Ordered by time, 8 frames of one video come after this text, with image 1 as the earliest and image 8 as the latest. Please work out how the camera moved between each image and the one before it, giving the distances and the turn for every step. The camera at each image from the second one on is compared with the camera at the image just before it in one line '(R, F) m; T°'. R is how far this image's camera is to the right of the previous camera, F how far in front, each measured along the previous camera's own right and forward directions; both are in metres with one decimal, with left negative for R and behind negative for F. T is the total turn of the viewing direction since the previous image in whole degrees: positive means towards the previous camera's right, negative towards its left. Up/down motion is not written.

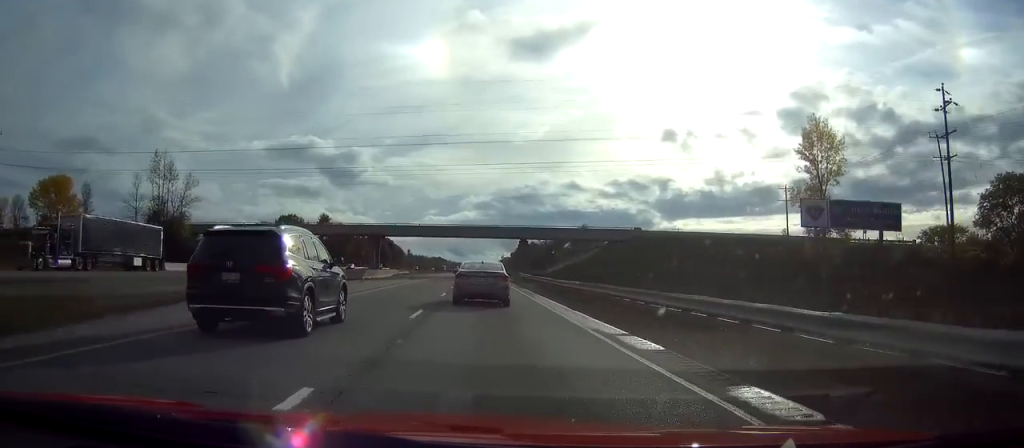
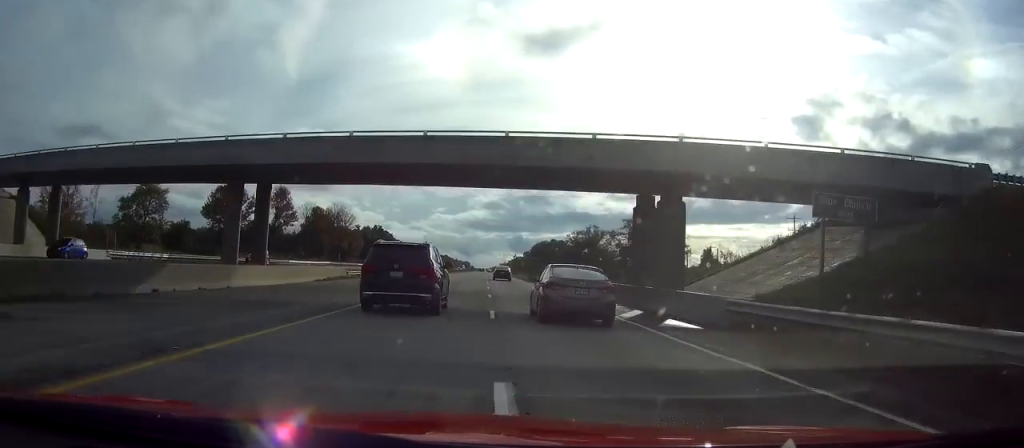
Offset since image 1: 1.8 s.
(-0.2, +58.7) m; 0°
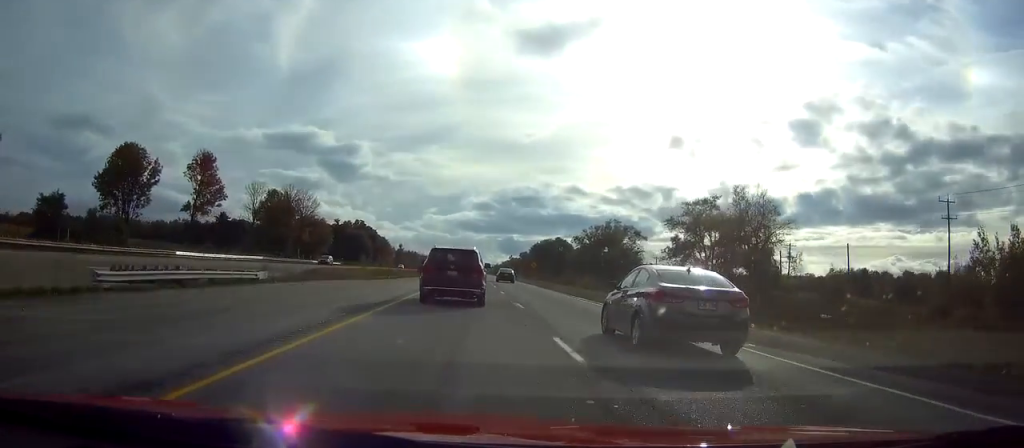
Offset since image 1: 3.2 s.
(+0.2, +43.4) m; +1°
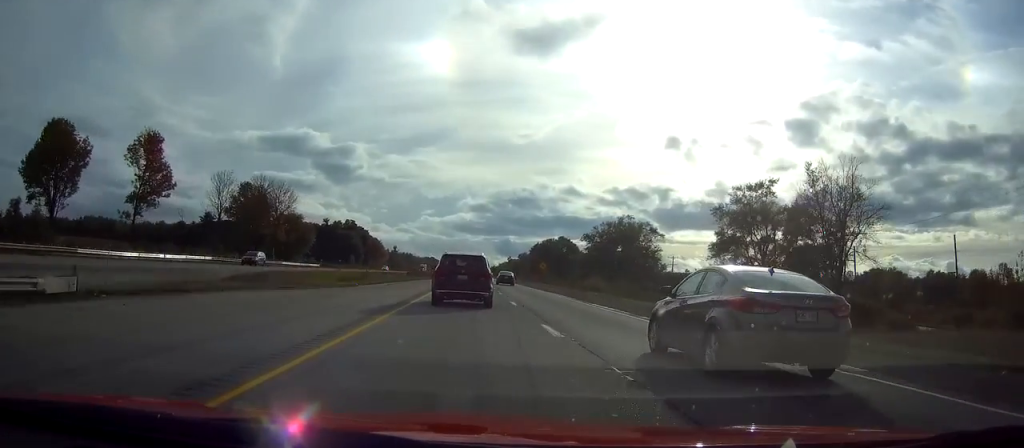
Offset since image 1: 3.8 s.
(+0.1, +19.7) m; 0°
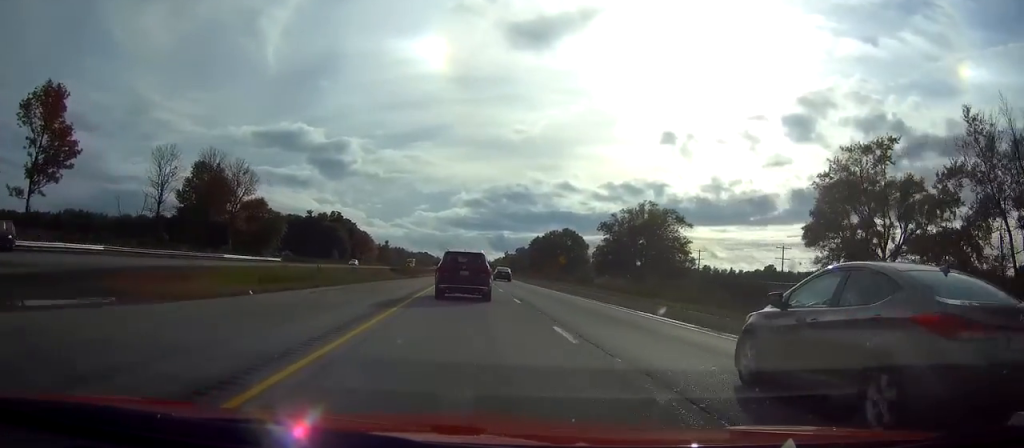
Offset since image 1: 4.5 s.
(0.0, +25.4) m; 0°
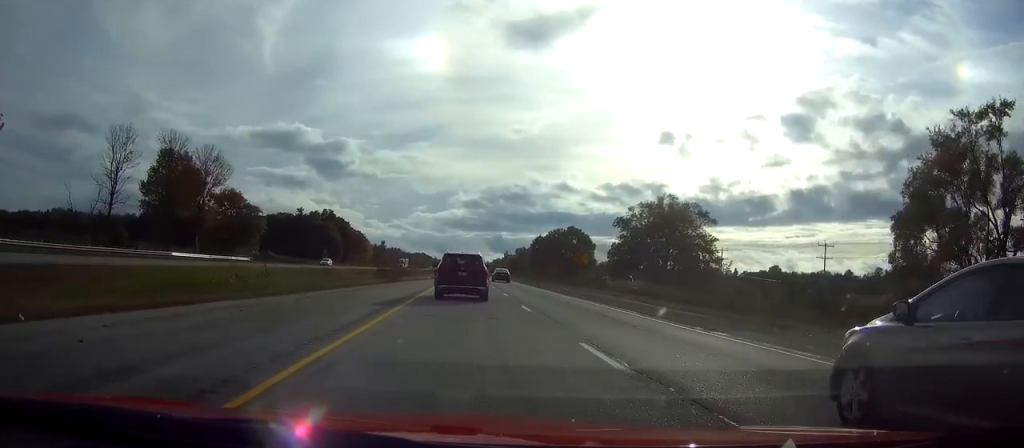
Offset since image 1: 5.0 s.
(0.0, +15.5) m; 0°
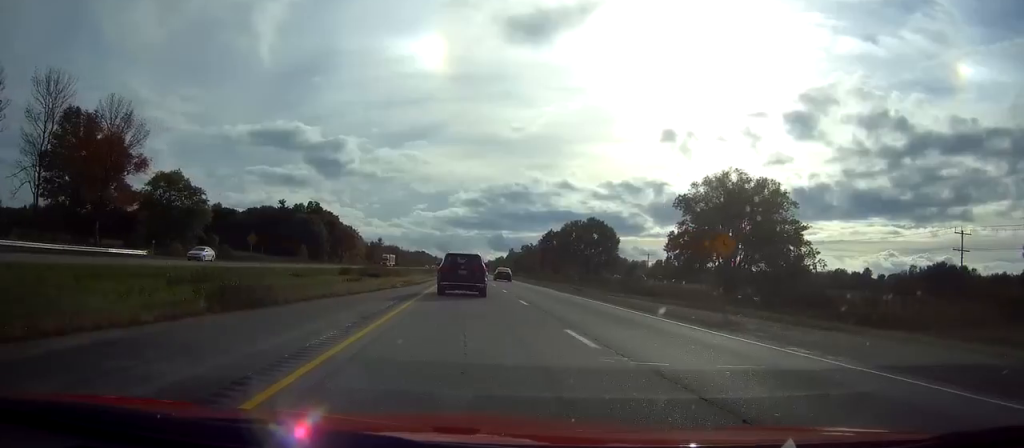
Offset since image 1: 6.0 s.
(+0.1, +33.5) m; 0°
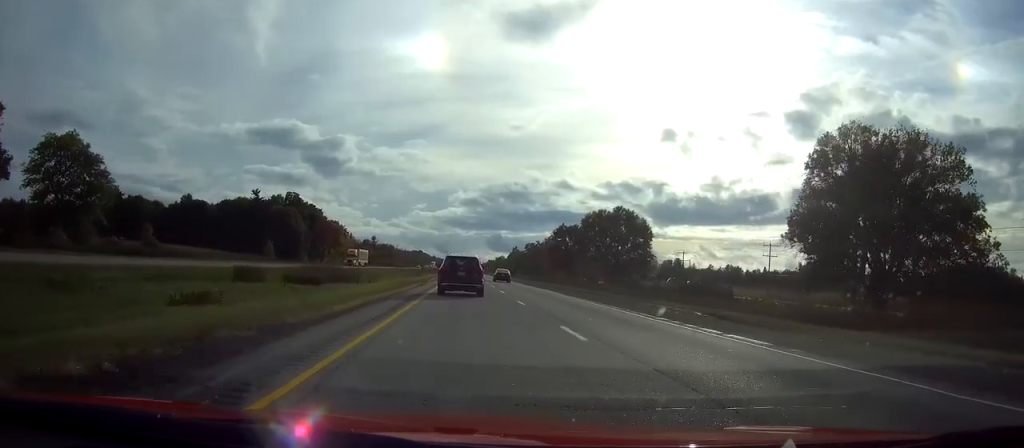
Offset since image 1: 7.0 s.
(-0.1, +34.8) m; 0°
